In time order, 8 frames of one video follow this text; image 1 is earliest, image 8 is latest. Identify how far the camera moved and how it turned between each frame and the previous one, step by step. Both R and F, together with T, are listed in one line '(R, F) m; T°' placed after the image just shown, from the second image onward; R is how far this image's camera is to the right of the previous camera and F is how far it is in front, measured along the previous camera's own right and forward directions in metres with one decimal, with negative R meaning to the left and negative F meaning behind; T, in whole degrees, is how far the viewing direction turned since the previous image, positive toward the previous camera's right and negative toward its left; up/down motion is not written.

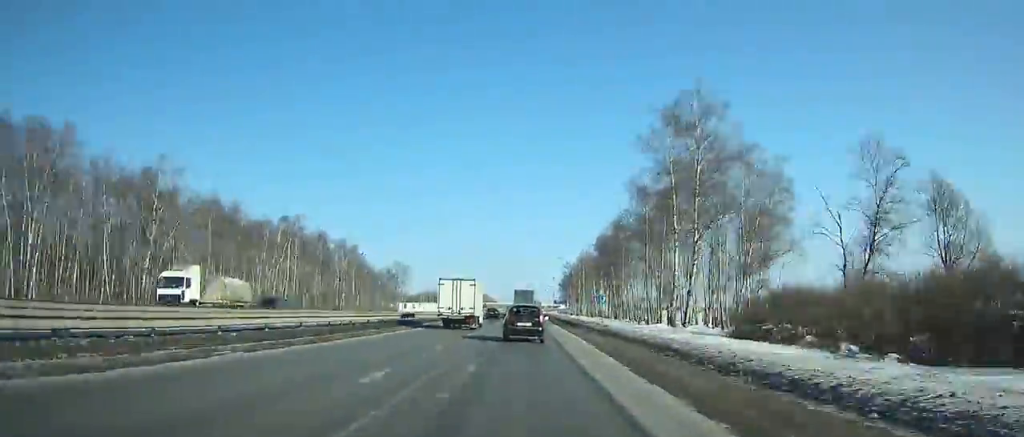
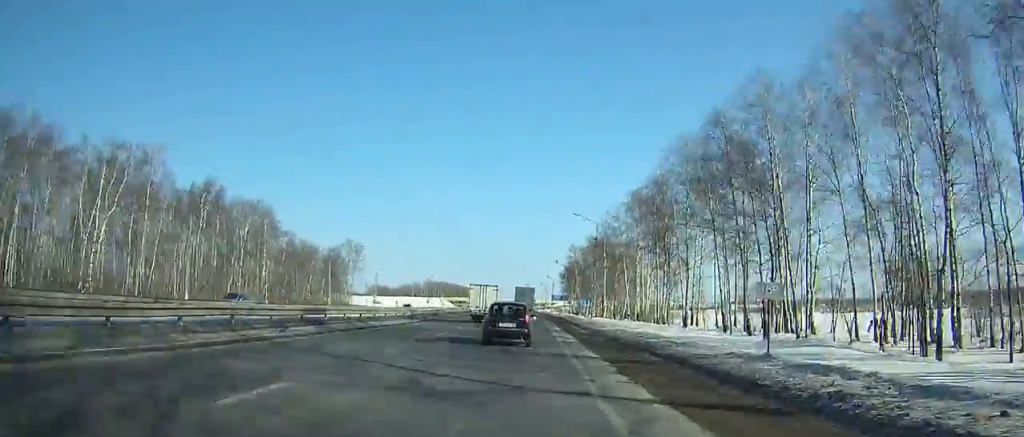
(+0.3, +50.8) m; +1°
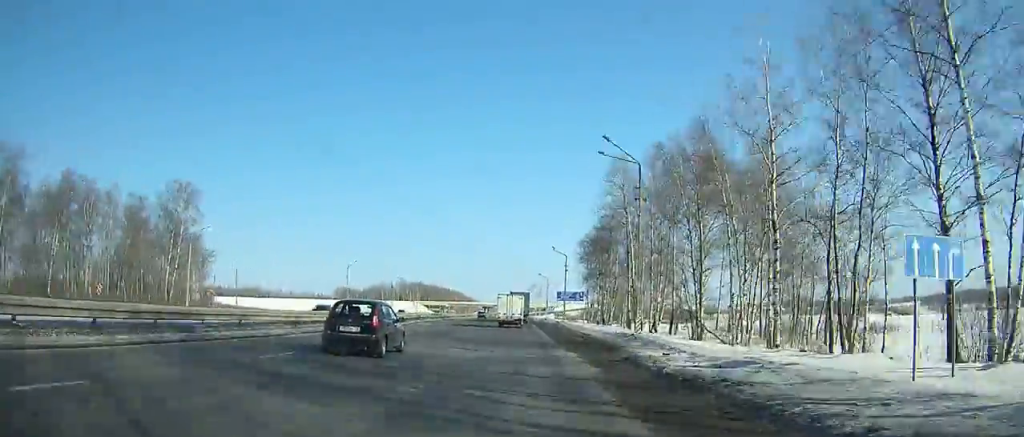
(+1.1, +81.3) m; 0°
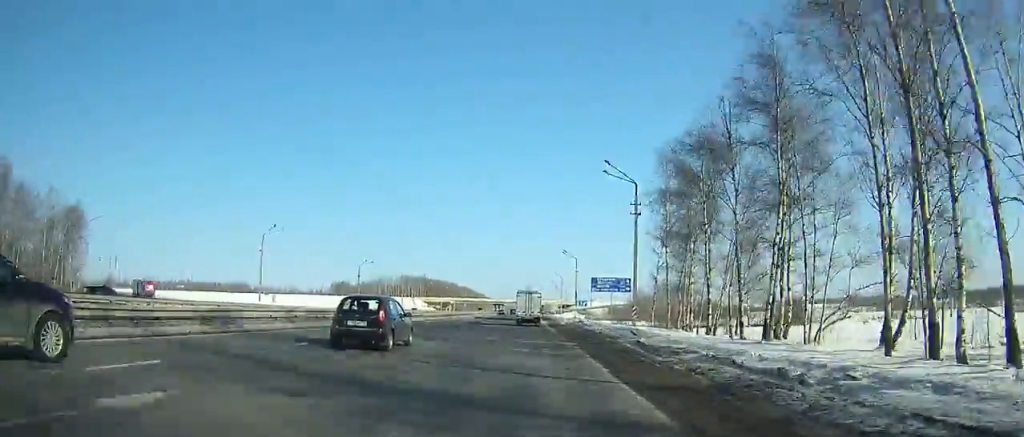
(-0.9, +45.5) m; -1°
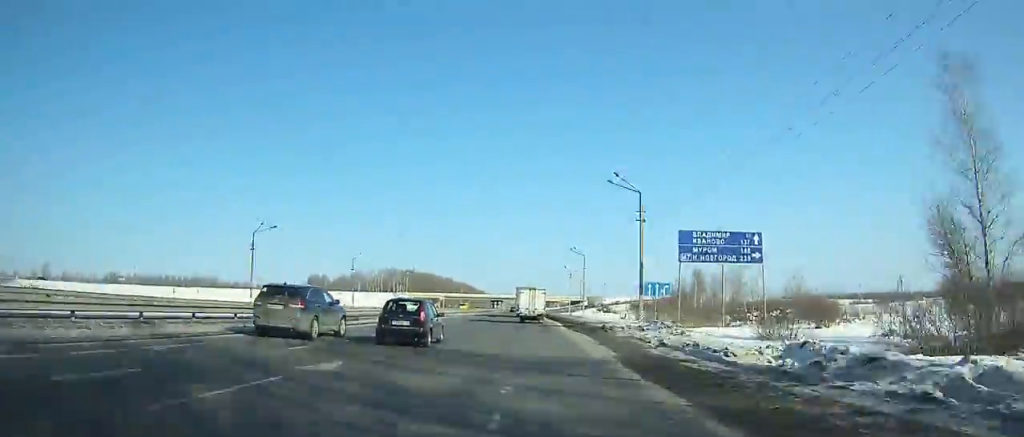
(-0.3, +48.6) m; 0°
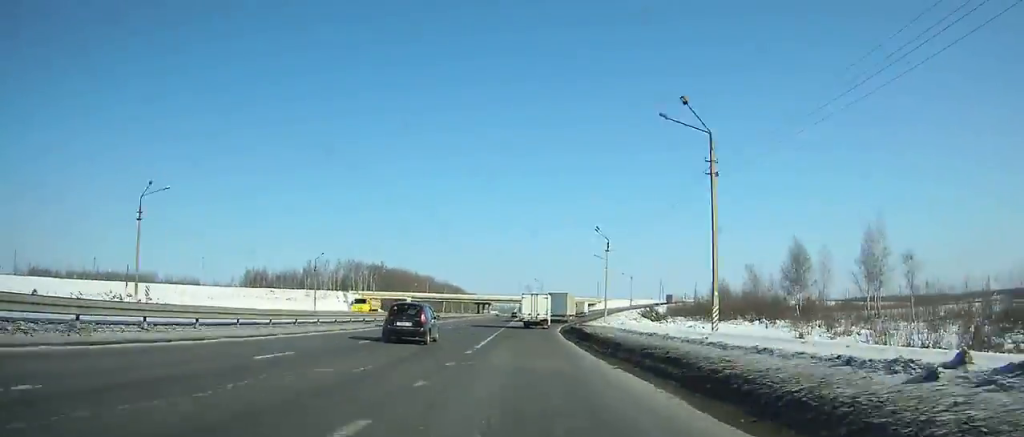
(+0.3, +66.3) m; +1°
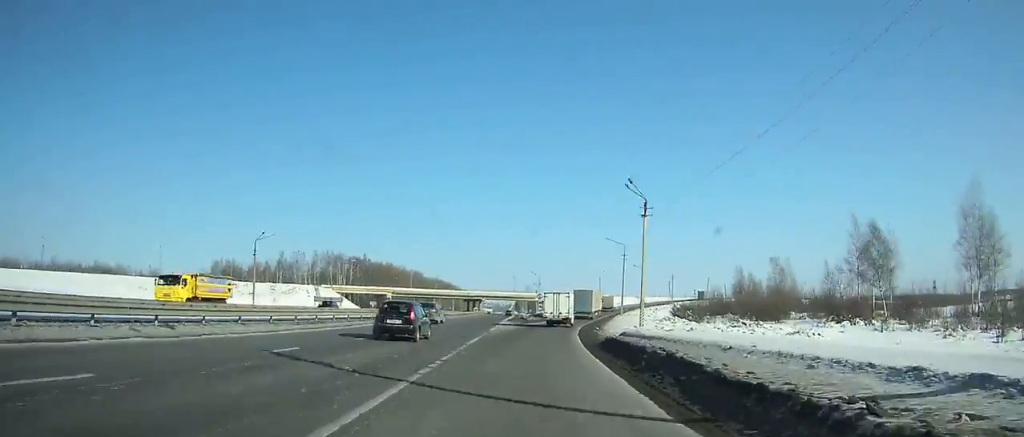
(+0.2, +23.7) m; +2°
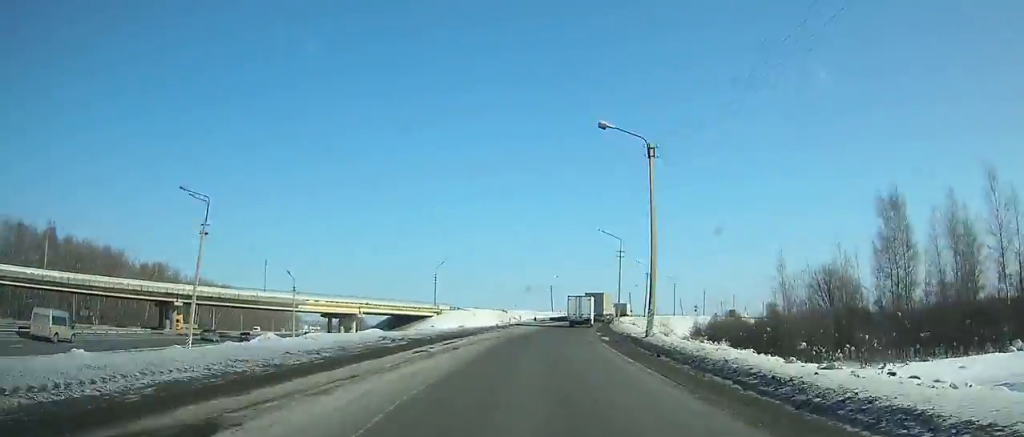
(+11.5, +107.8) m; +14°
